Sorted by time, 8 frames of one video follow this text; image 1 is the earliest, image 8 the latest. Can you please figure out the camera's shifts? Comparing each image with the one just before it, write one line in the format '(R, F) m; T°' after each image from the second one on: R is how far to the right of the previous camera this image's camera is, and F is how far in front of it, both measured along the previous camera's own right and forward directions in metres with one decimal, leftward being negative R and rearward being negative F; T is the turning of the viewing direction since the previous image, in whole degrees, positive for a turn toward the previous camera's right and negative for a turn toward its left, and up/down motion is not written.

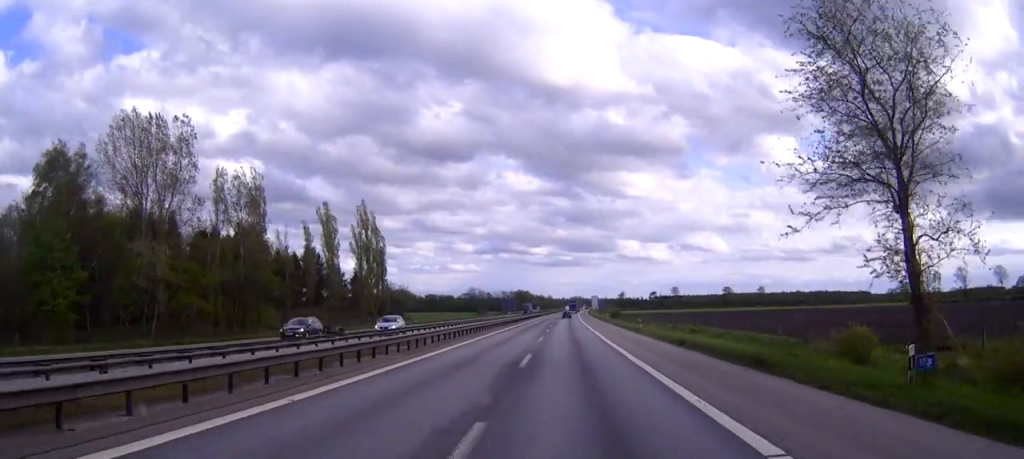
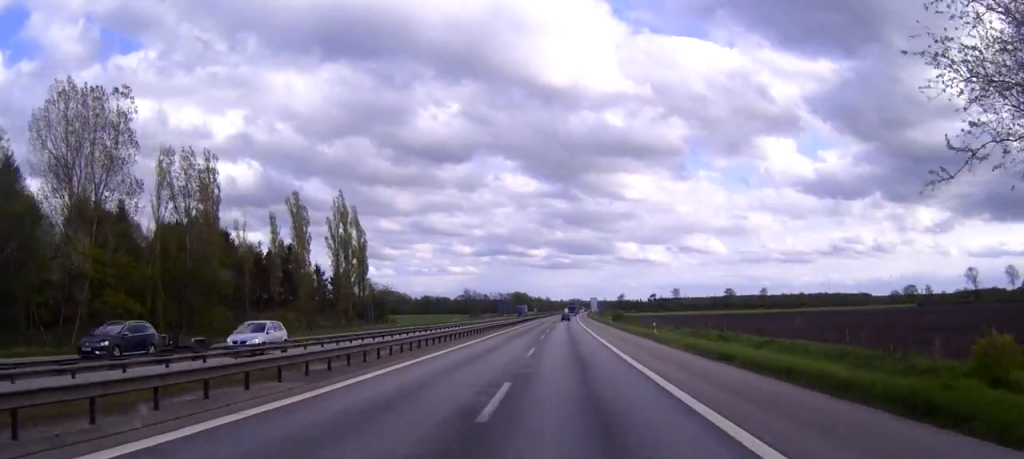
(0.0, +11.0) m; 0°
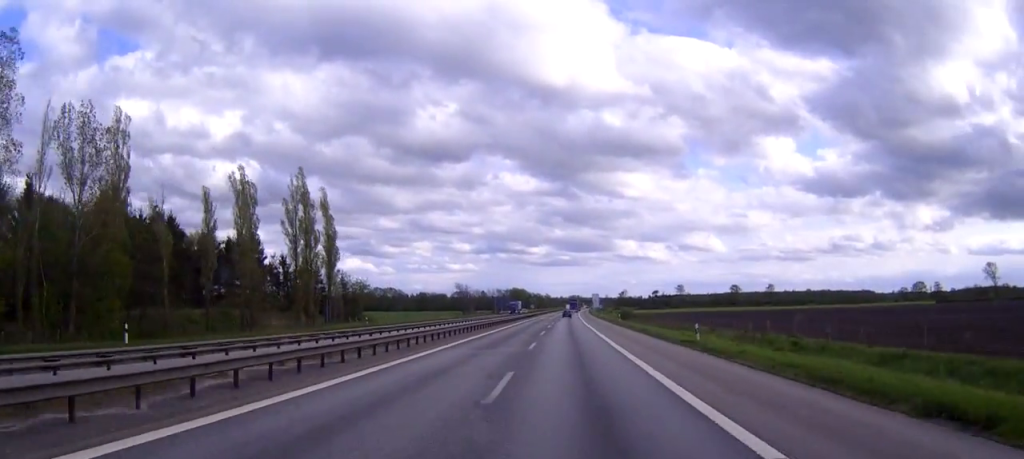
(0.0, +16.5) m; 0°
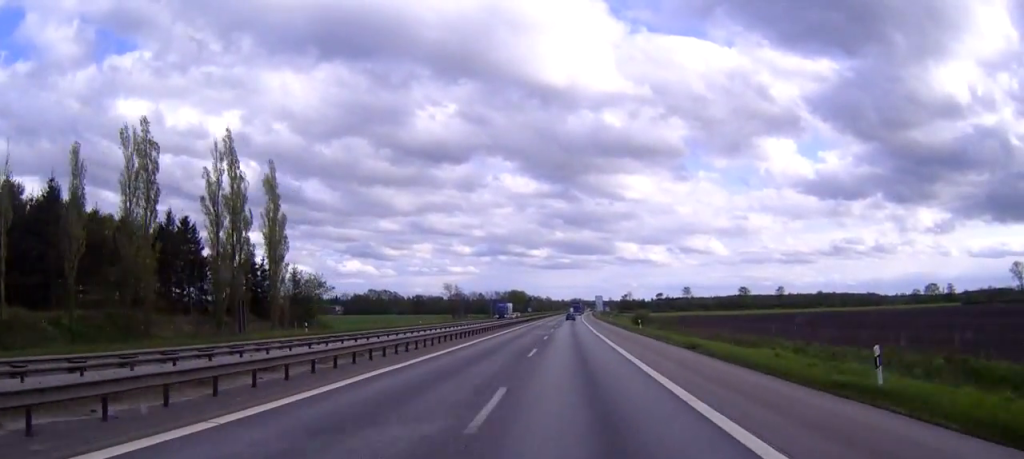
(0.0, +21.2) m; 0°
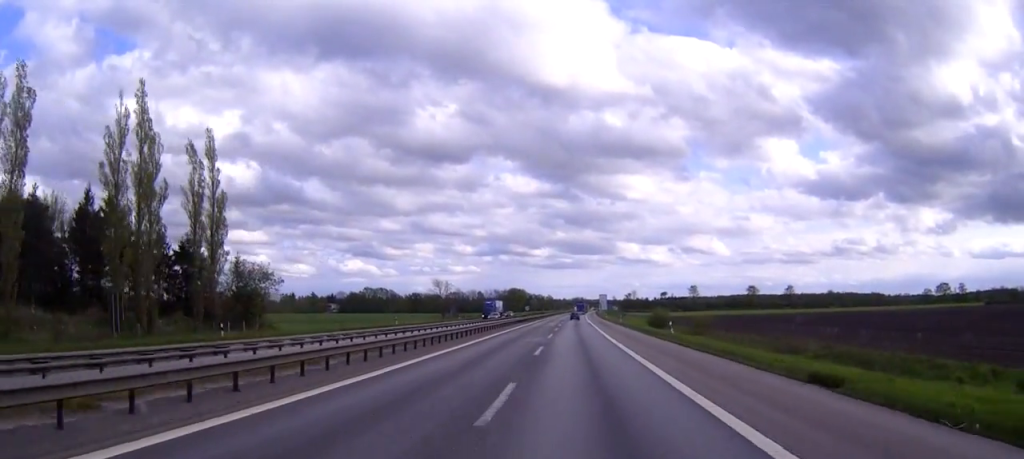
(0.0, +17.5) m; 0°
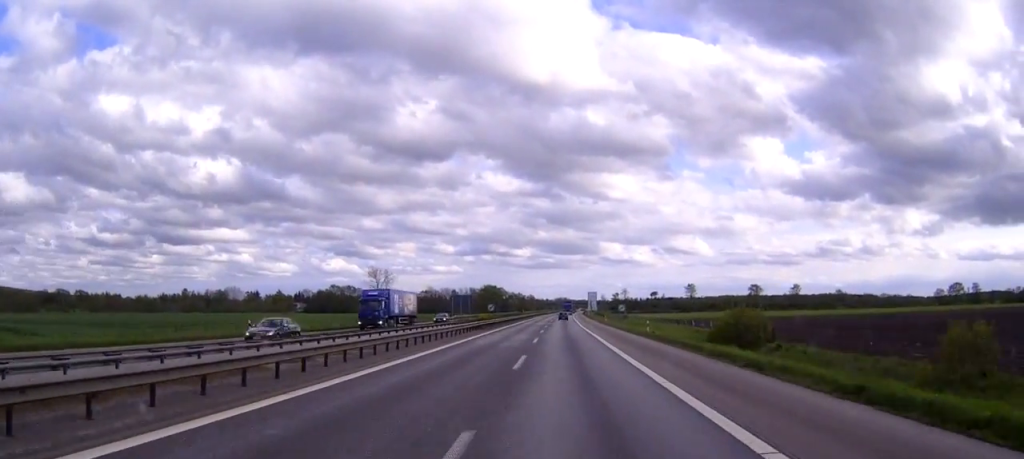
(+0.3, +43.0) m; +1°
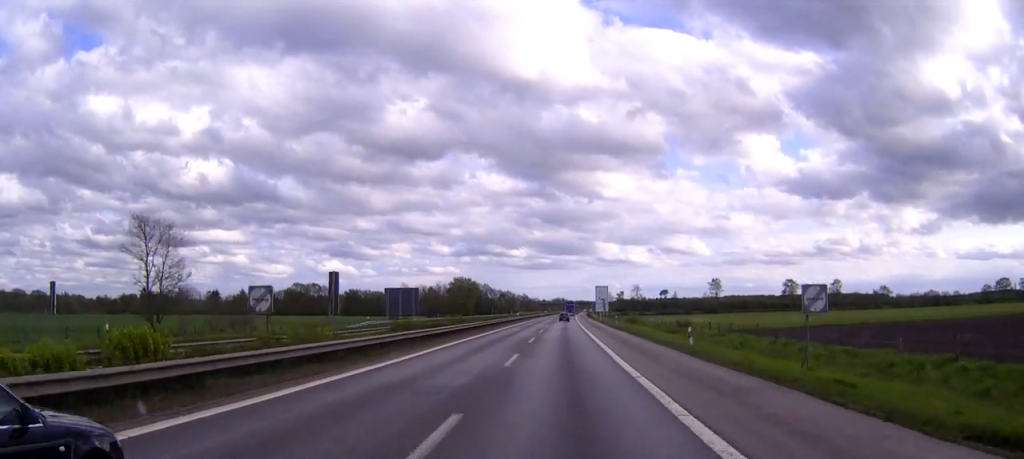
(+0.4, +69.1) m; 0°
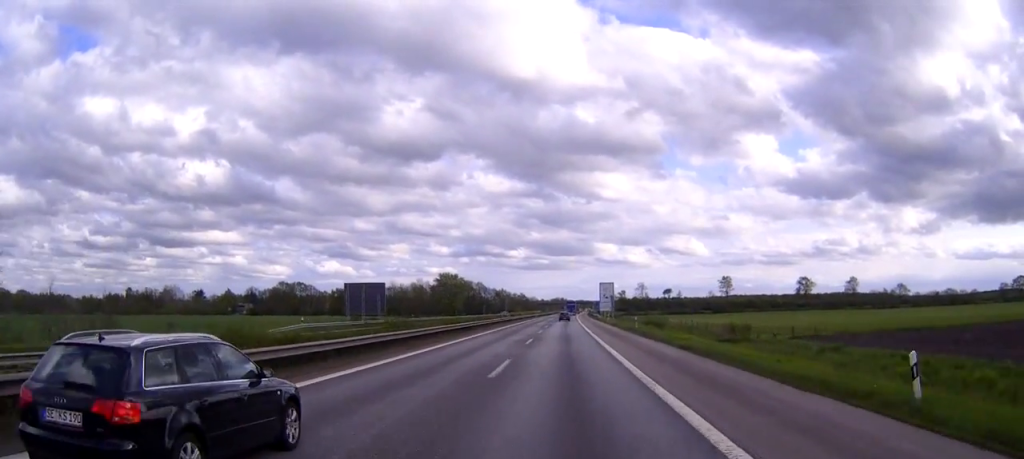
(-0.1, +22.6) m; 0°
